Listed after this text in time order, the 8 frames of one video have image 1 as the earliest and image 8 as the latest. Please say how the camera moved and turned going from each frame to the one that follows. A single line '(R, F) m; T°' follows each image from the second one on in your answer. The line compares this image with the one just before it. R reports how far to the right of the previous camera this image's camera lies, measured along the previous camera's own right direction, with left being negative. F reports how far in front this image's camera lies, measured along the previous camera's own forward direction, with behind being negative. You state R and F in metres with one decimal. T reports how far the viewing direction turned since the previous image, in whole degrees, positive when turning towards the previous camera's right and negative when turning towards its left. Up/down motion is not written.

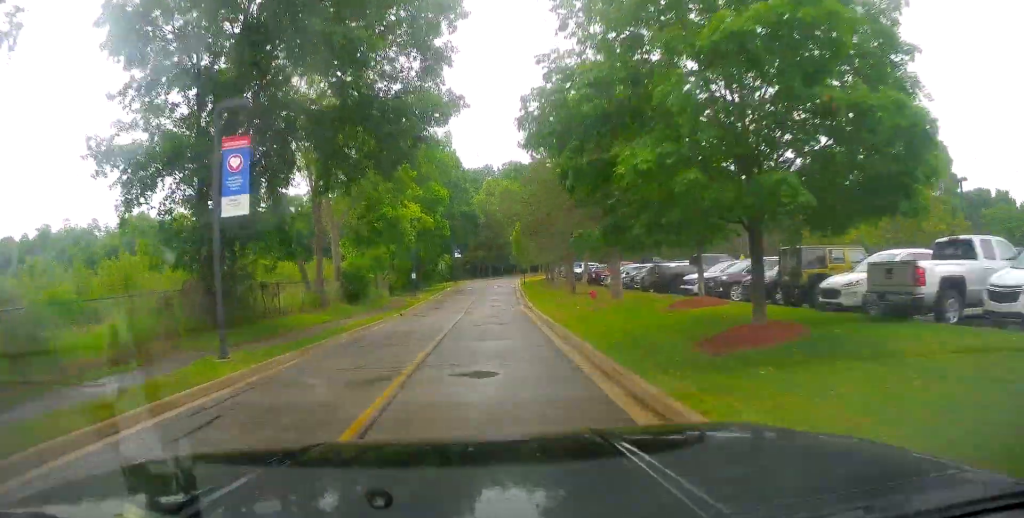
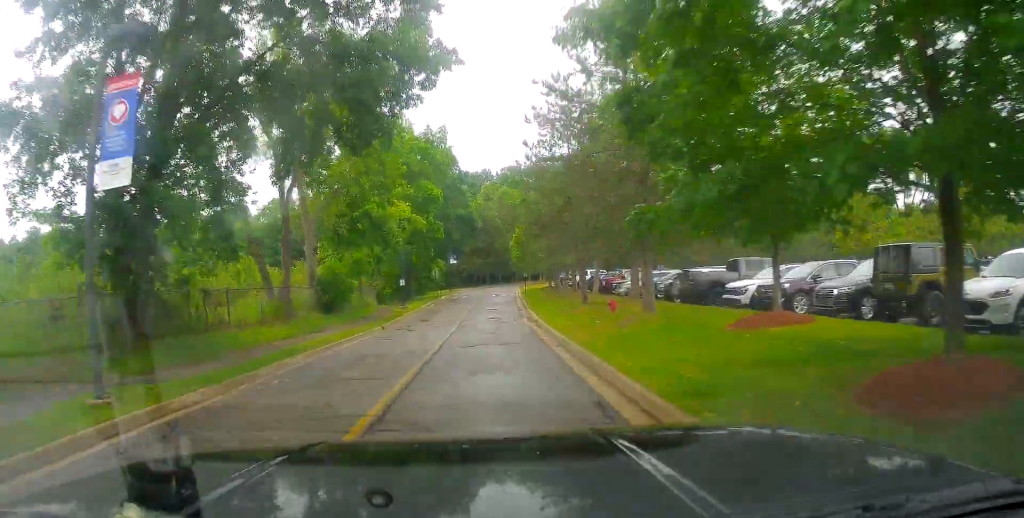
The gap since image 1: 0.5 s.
(0.0, +5.1) m; 0°
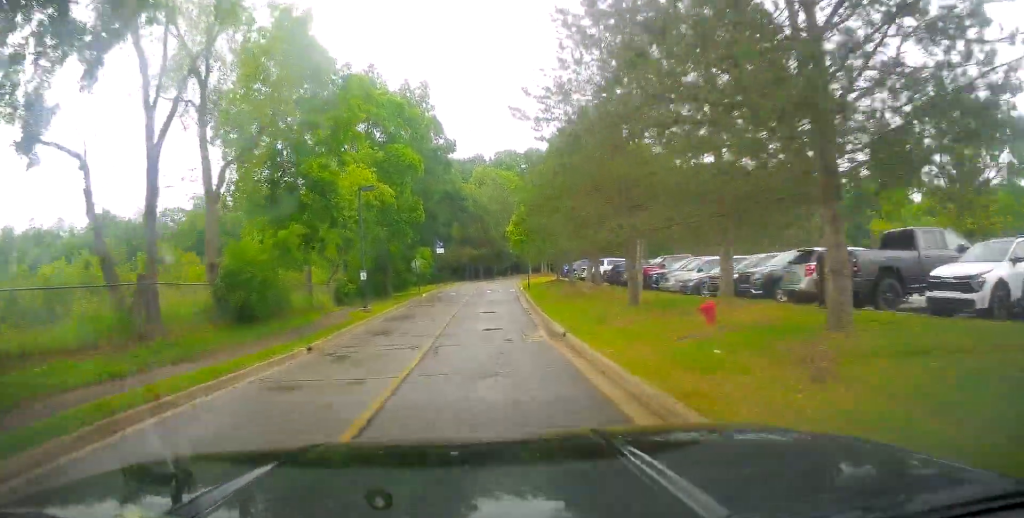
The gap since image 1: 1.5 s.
(0.0, +11.4) m; 0°
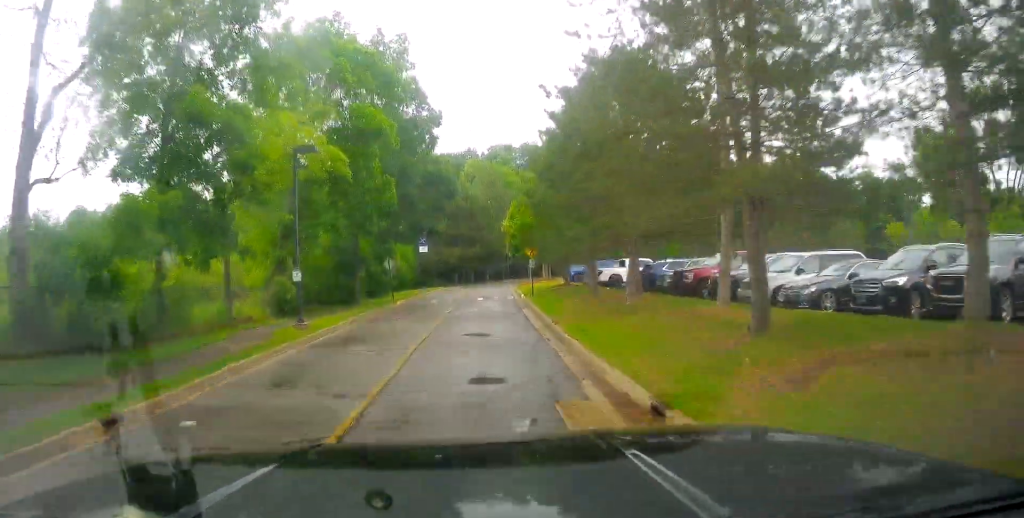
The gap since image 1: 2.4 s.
(0.0, +10.2) m; +2°
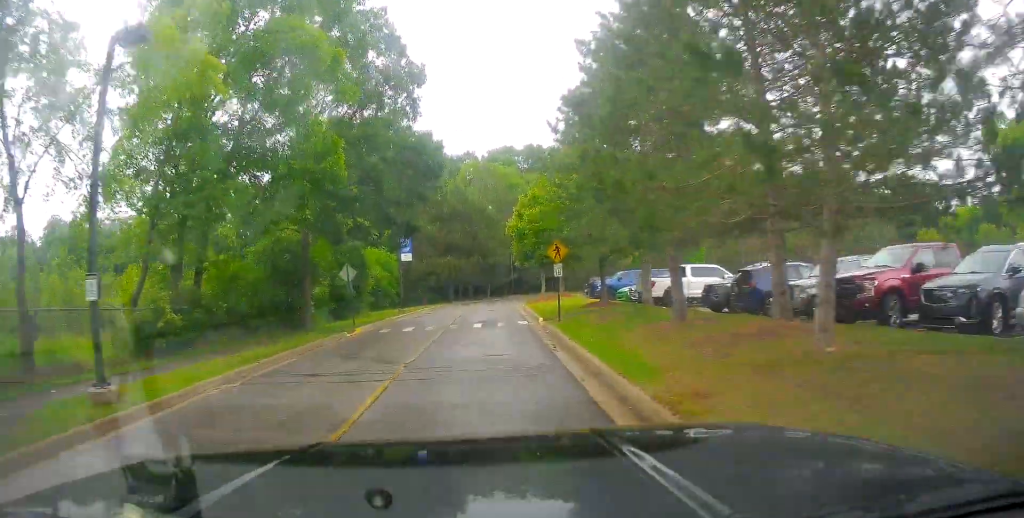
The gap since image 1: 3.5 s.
(+0.4, +12.2) m; +6°
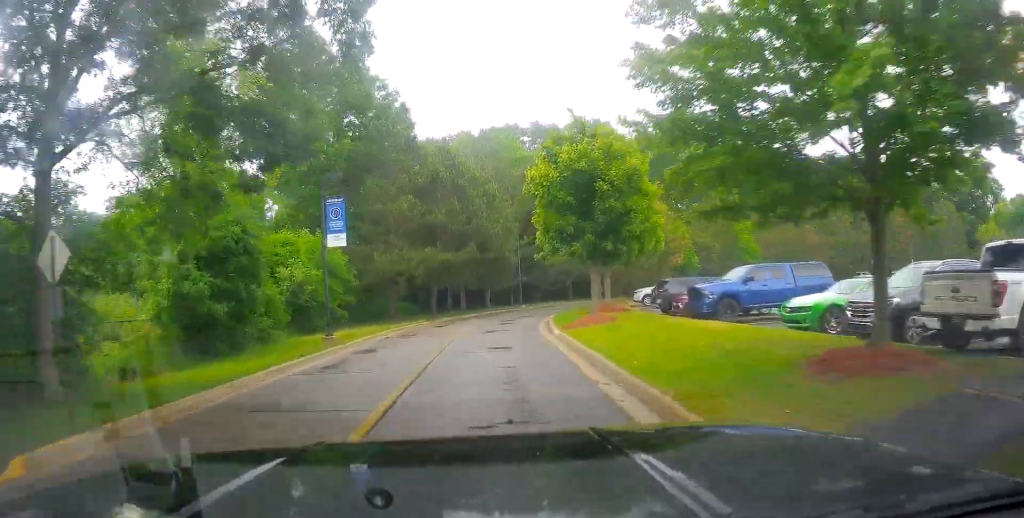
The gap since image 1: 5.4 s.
(+0.4, +19.6) m; -1°
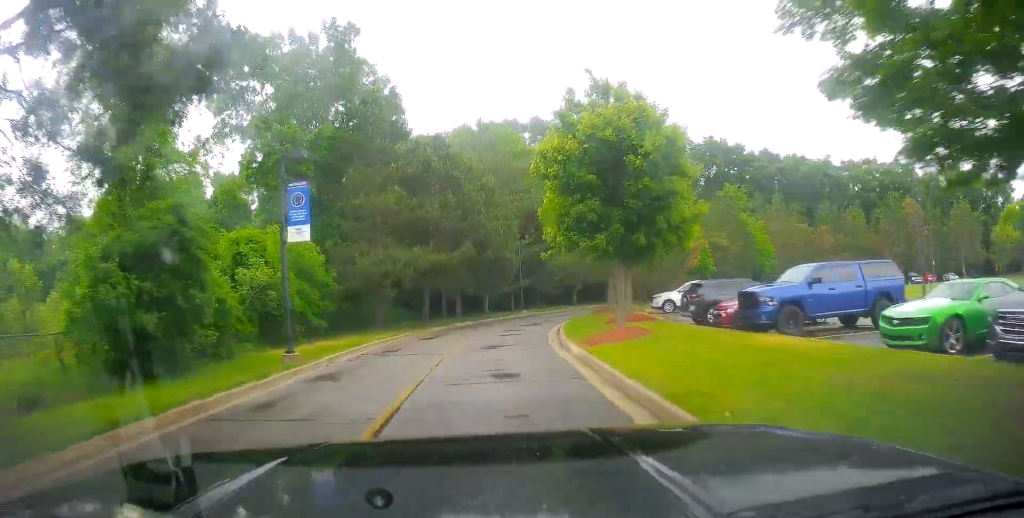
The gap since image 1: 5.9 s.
(-0.1, +4.5) m; -2°
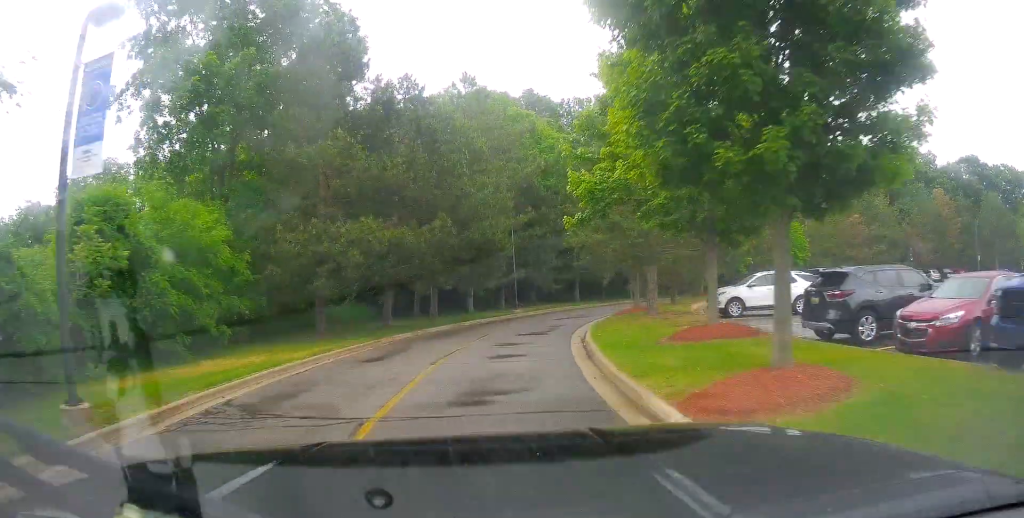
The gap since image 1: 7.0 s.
(-0.2, +10.2) m; -1°
